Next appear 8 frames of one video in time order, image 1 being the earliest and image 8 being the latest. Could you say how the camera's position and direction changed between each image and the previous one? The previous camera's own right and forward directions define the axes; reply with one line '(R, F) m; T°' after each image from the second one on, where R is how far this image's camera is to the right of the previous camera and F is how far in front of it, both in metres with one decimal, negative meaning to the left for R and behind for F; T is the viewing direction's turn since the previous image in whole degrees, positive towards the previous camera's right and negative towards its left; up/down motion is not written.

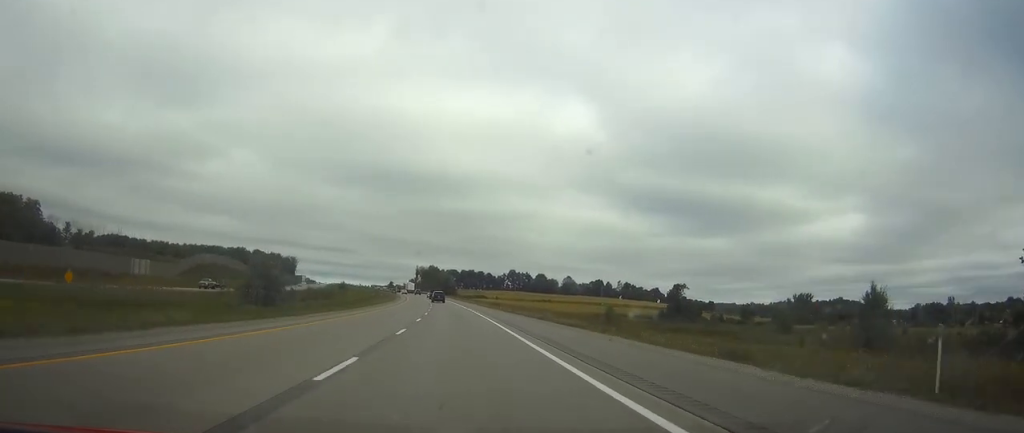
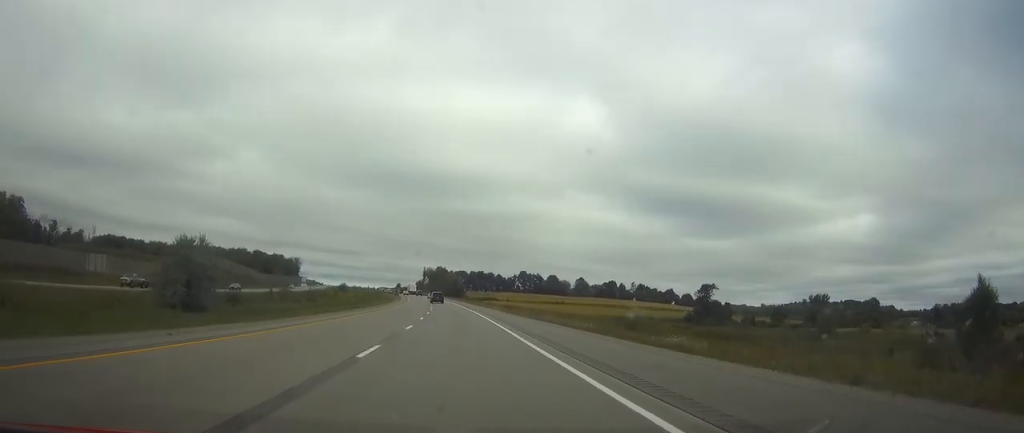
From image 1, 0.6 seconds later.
(0.0, +20.4) m; -1°
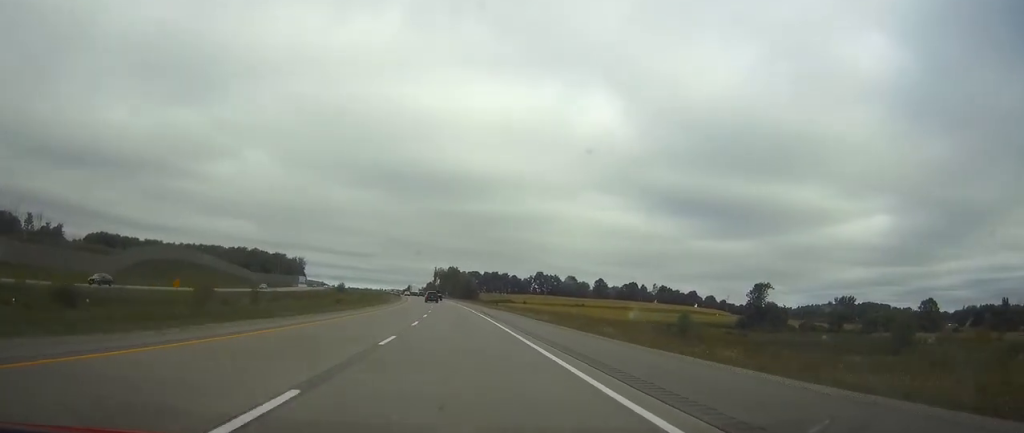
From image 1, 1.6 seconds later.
(-0.4, +32.5) m; -1°
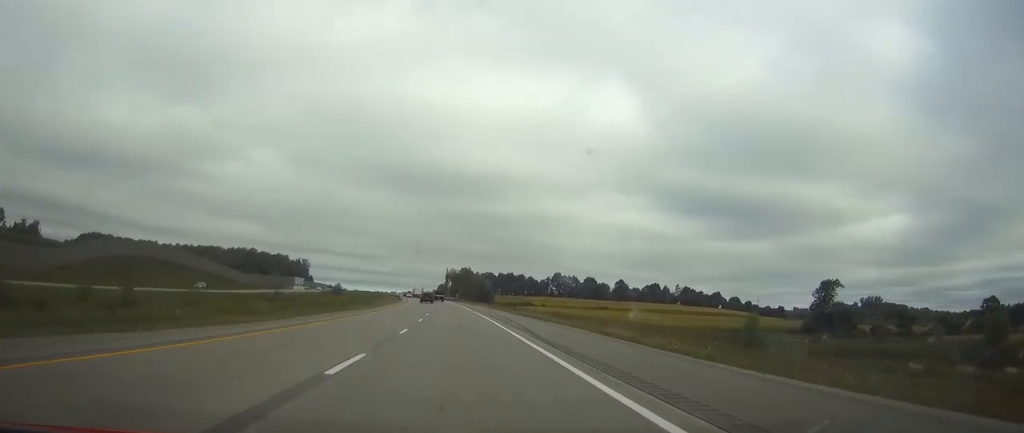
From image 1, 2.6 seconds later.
(-0.1, +31.6) m; -1°
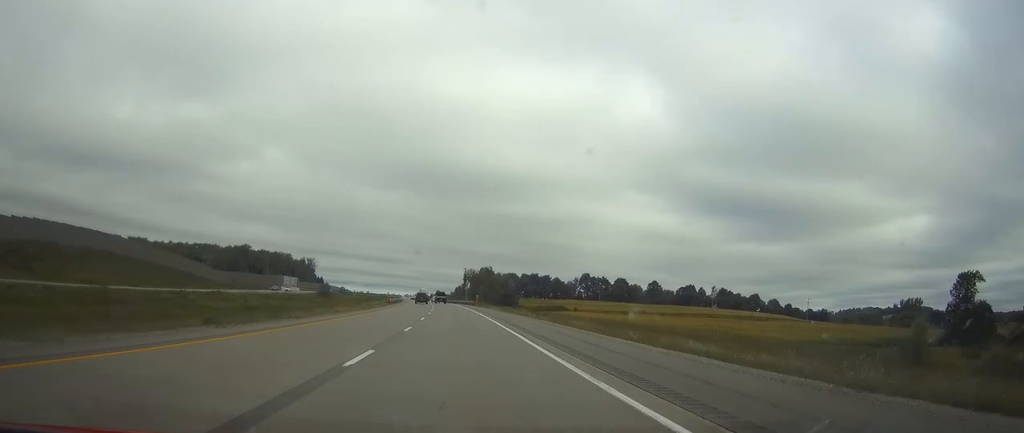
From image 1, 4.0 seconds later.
(-0.8, +47.0) m; -2°
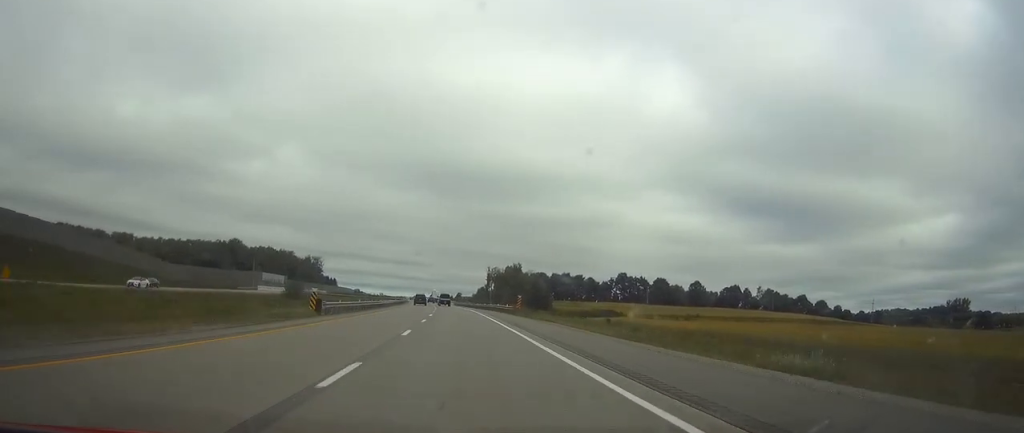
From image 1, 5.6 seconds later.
(-0.8, +51.4) m; -2°
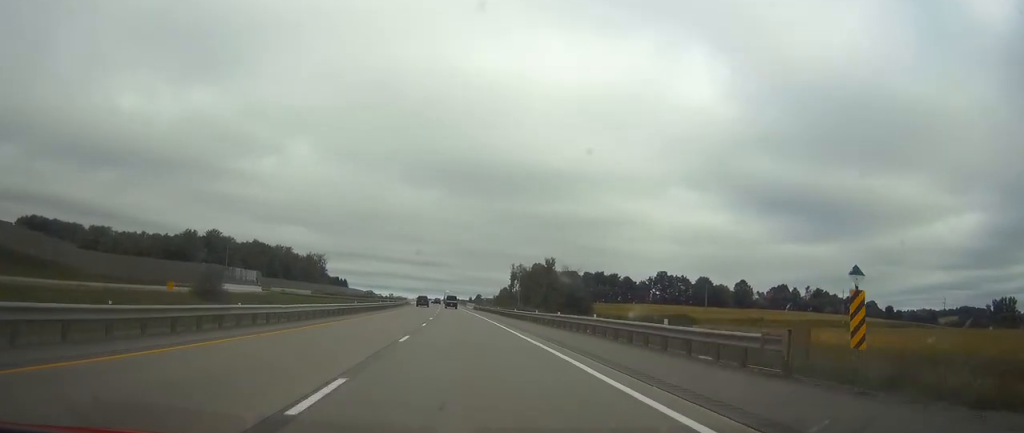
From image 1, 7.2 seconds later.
(-0.8, +51.1) m; -2°
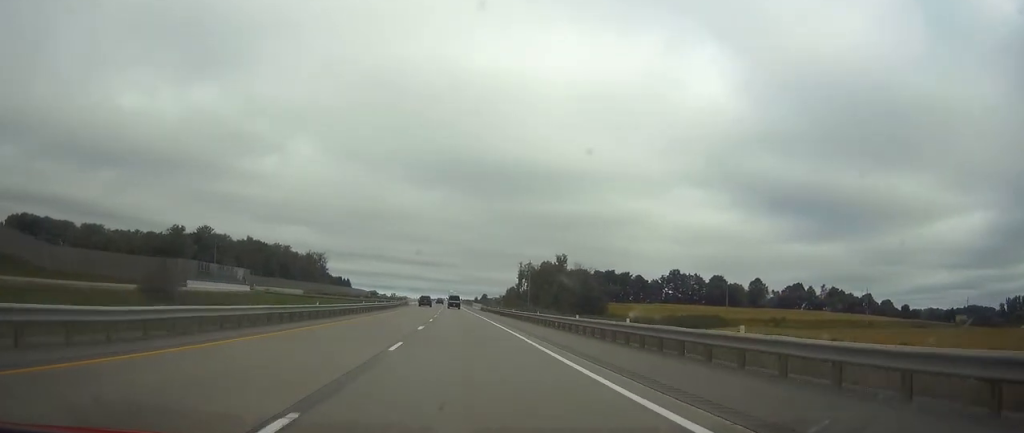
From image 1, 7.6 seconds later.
(0.0, +15.1) m; 0°
